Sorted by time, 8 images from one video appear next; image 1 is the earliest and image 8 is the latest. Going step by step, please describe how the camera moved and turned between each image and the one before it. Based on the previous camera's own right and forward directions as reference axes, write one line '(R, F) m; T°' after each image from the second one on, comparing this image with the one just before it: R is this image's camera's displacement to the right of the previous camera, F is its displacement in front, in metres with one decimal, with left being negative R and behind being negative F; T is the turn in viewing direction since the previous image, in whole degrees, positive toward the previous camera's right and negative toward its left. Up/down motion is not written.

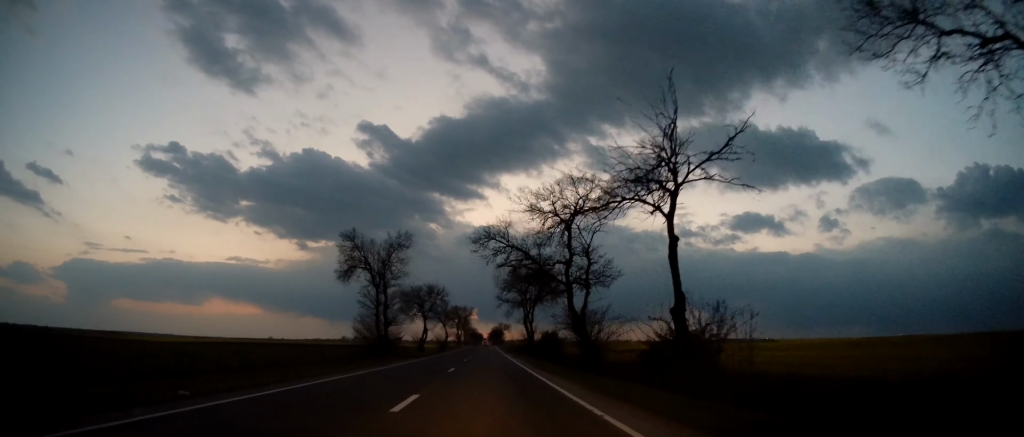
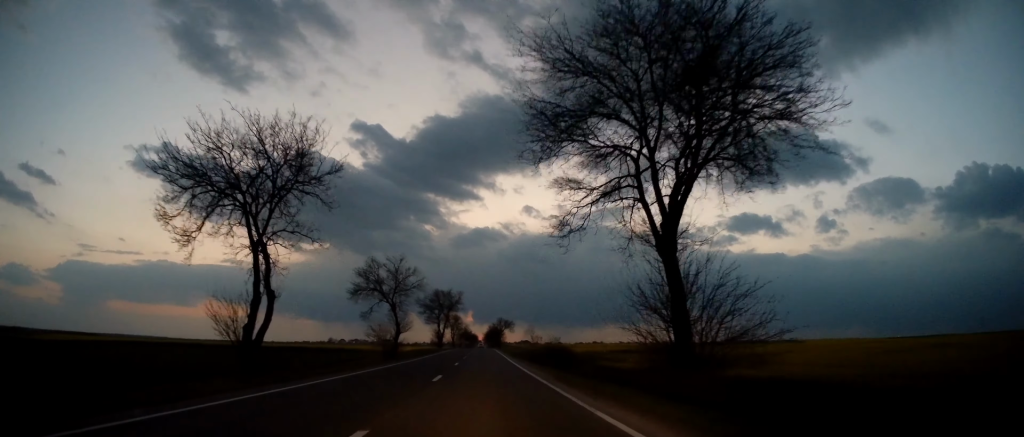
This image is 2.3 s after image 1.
(+0.8, +59.0) m; +1°
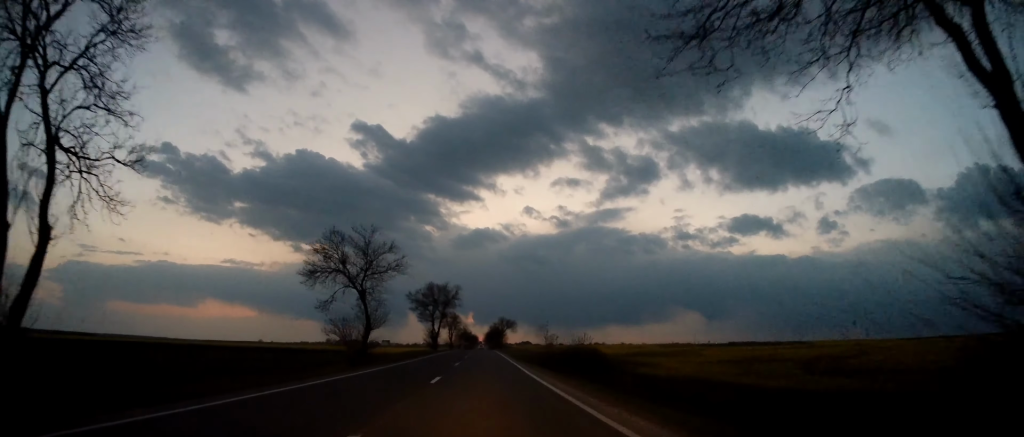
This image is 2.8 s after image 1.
(0.0, +13.8) m; 0°
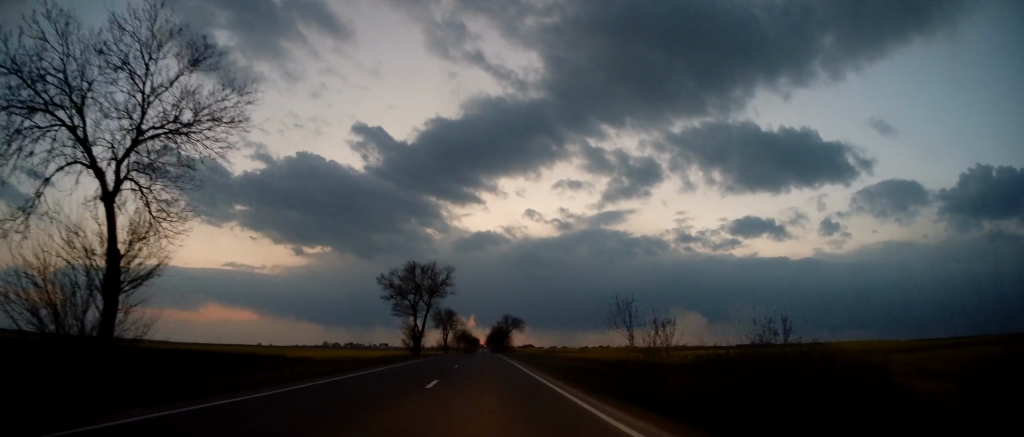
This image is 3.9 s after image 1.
(-0.3, +28.7) m; 0°
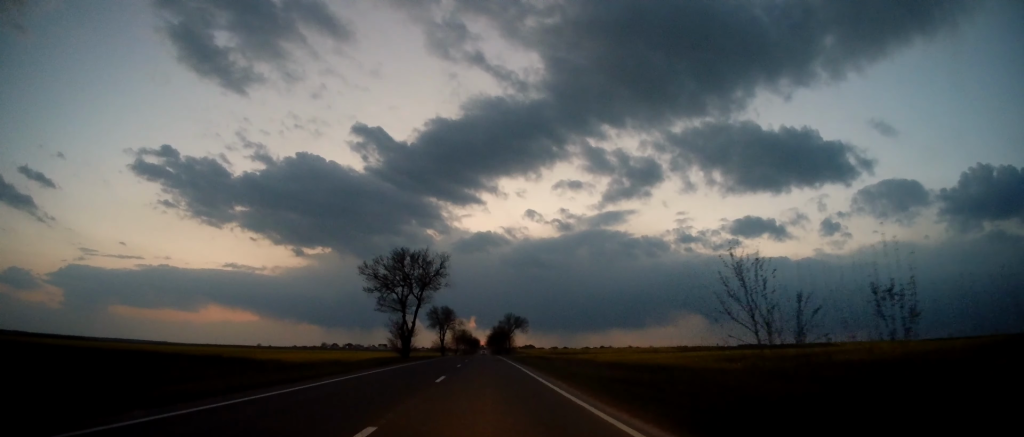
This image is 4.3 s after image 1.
(+0.2, +10.5) m; +1°
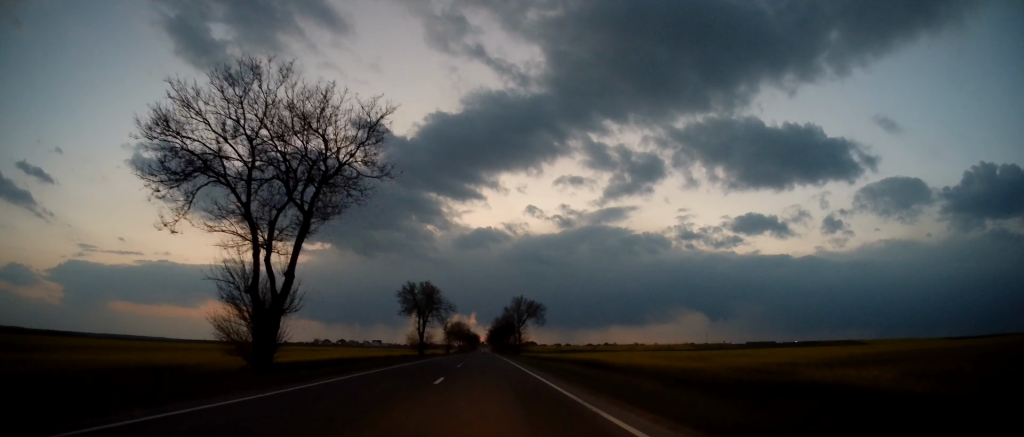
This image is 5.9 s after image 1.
(0.0, +41.1) m; -1°
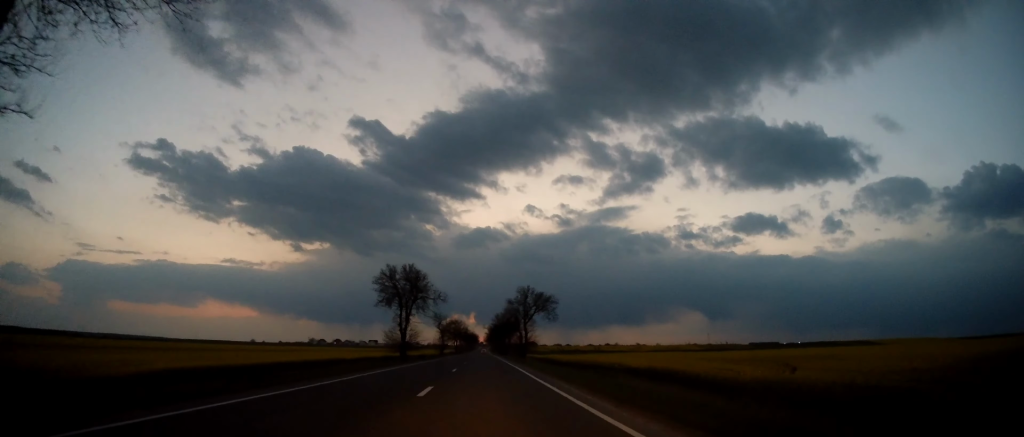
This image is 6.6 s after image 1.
(-0.4, +17.5) m; 0°
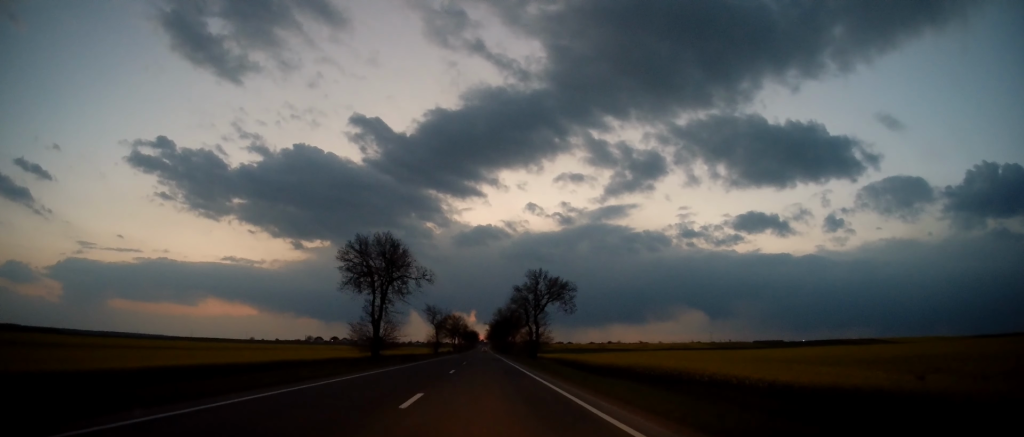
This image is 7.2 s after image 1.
(+0.3, +16.7) m; 0°
